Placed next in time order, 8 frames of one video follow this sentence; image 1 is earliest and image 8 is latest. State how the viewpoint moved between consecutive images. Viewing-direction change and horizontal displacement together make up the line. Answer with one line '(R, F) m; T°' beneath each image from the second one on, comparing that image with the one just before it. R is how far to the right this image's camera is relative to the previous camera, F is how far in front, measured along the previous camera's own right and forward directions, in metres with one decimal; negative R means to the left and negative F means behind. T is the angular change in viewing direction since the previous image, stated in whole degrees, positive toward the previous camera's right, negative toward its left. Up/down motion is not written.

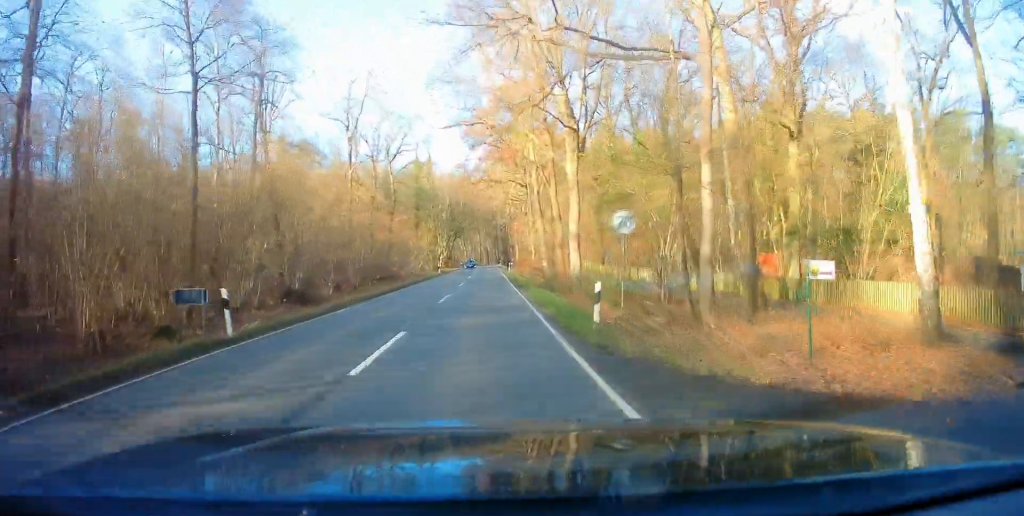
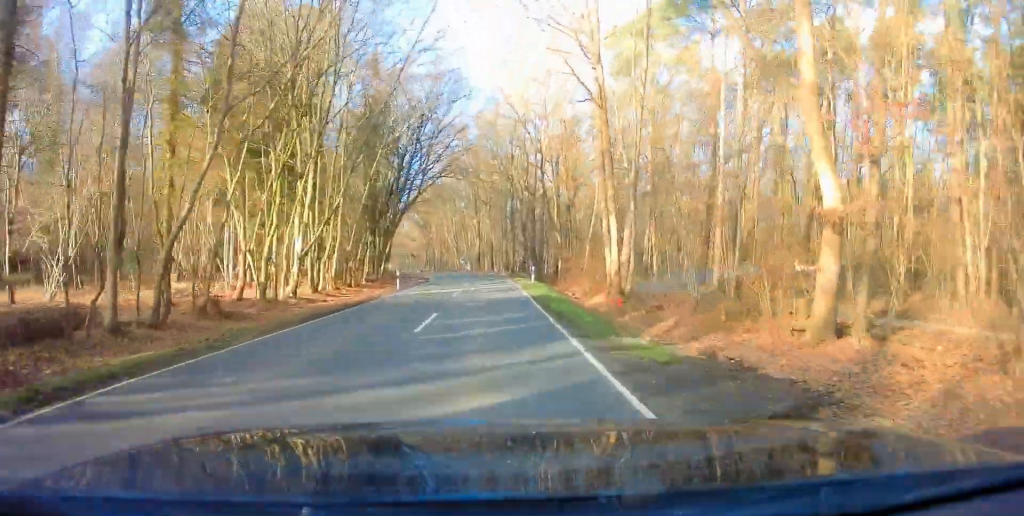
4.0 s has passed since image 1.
(-0.8, +77.5) m; -1°
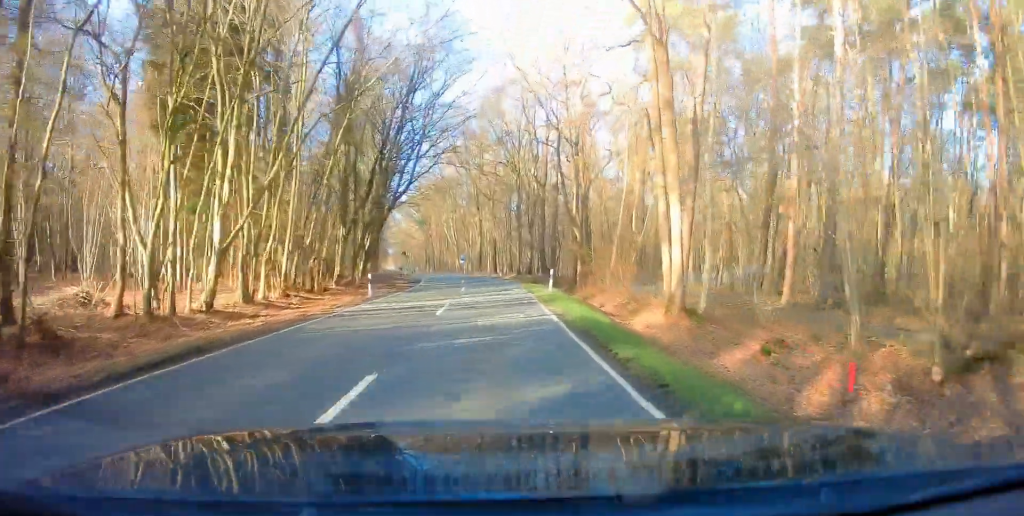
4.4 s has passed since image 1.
(0.0, +8.2) m; 0°
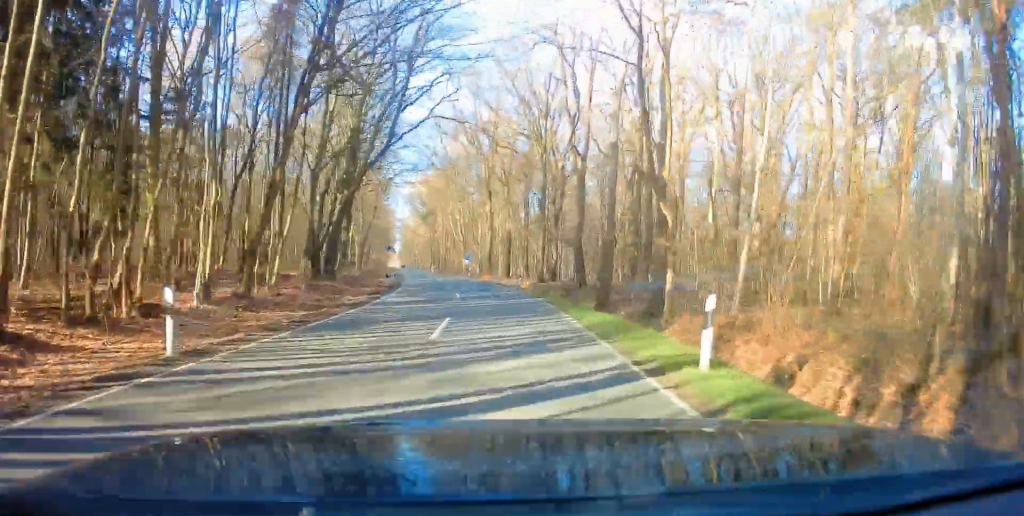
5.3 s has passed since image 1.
(+0.1, +16.2) m; -1°
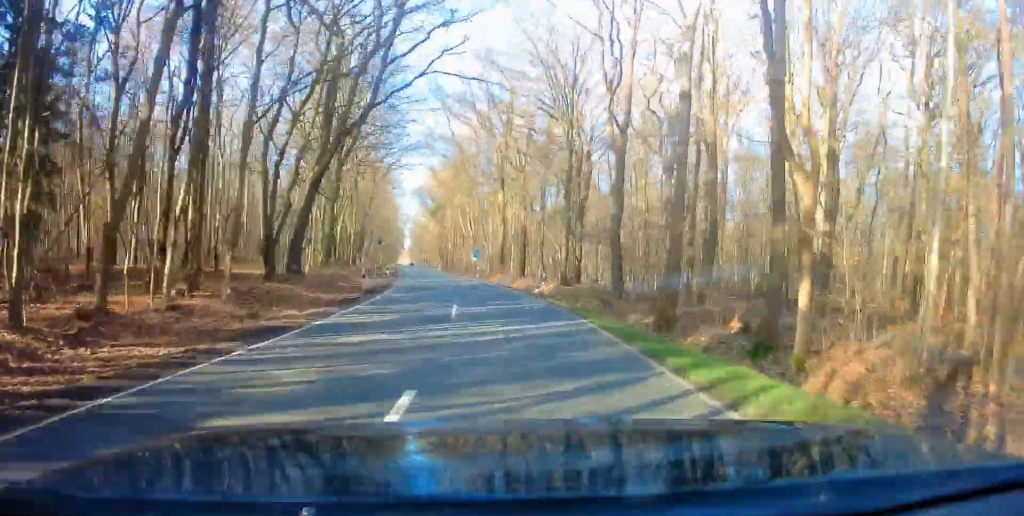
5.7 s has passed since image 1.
(-0.2, +8.0) m; -2°
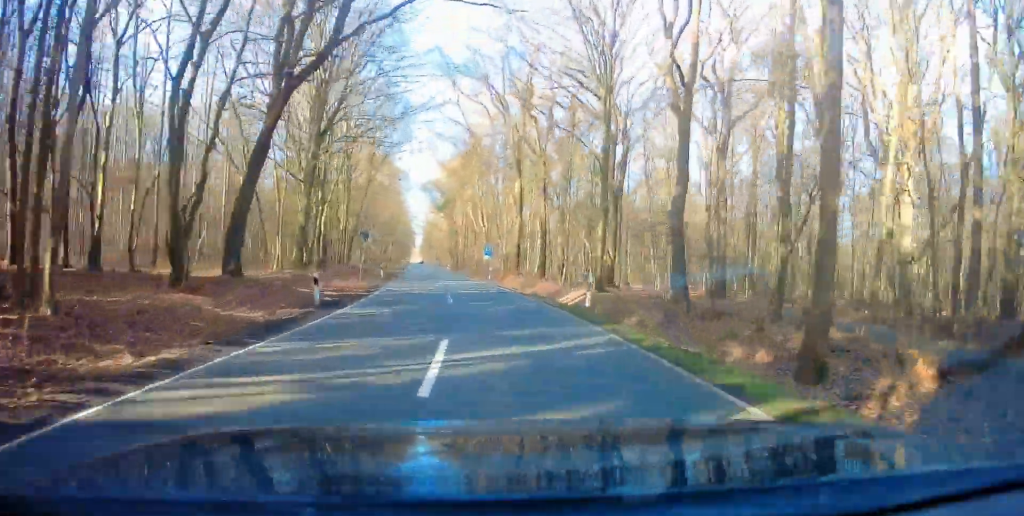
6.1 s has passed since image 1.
(+0.1, +8.0) m; -2°
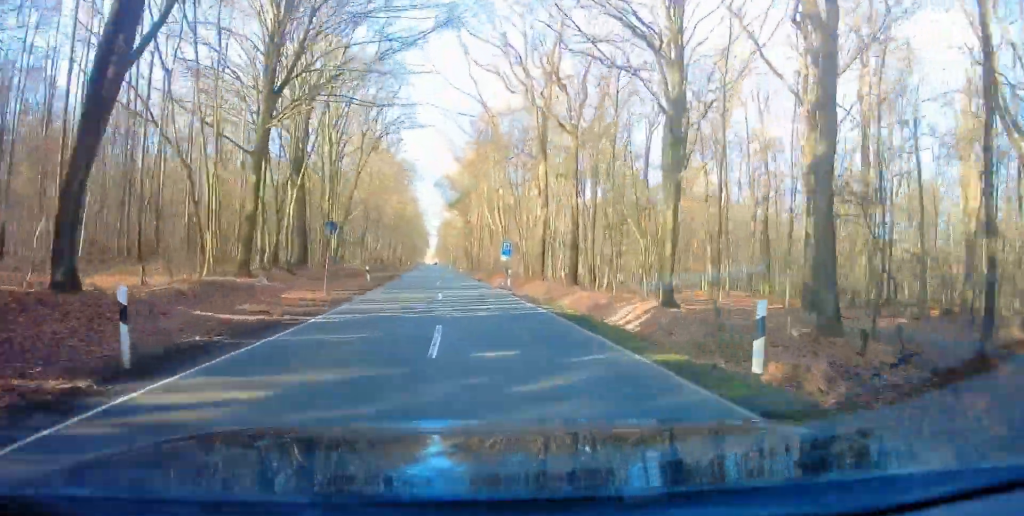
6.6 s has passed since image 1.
(-0.4, +9.2) m; -2°
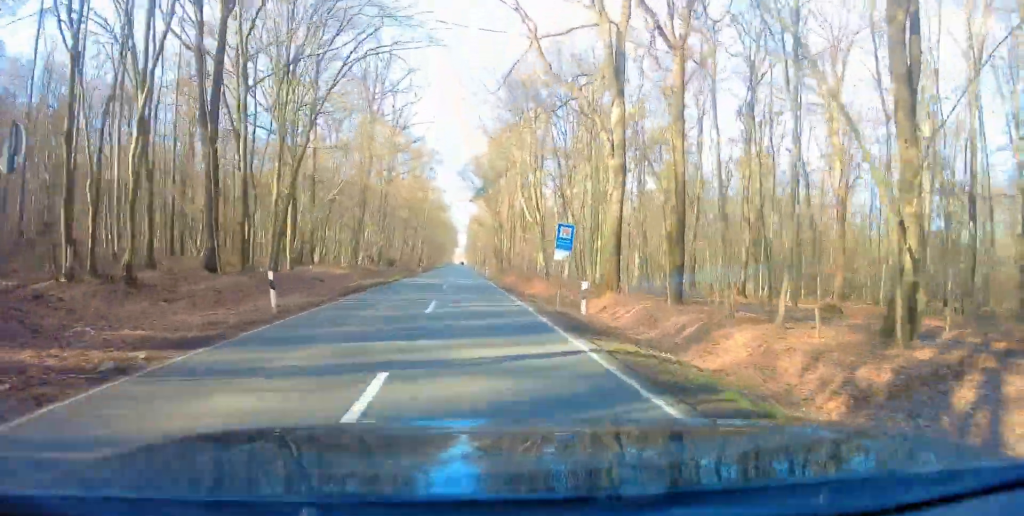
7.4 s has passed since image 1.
(-0.8, +16.5) m; -2°
